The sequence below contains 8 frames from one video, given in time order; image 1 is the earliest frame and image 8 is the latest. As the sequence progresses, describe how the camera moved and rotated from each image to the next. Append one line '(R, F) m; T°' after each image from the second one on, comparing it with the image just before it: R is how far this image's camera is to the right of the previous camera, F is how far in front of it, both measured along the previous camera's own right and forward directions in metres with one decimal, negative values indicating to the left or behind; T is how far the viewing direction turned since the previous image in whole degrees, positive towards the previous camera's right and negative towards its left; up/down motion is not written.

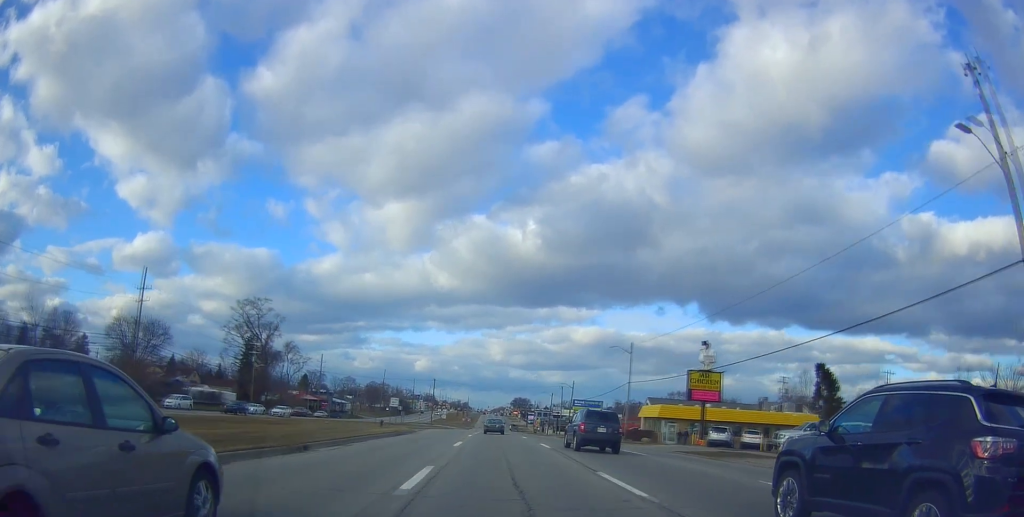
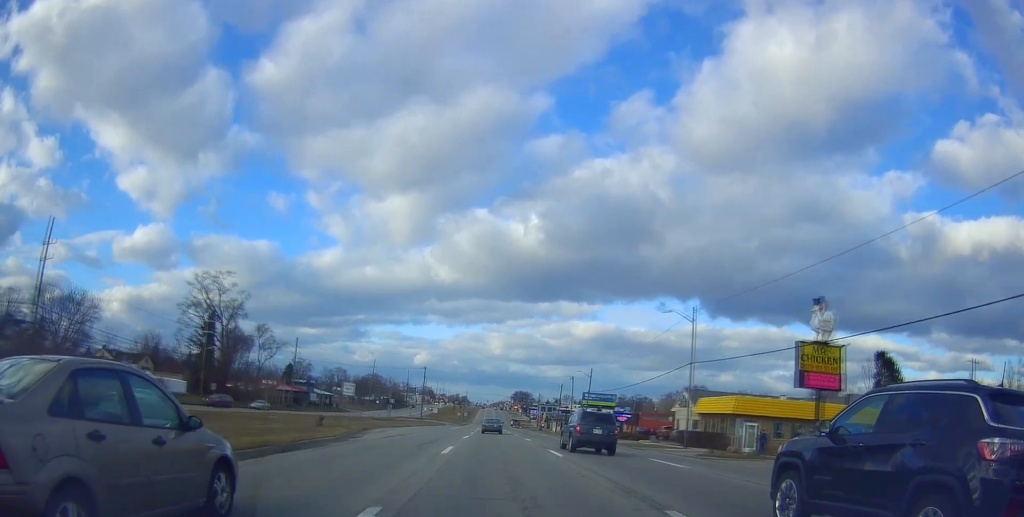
(+0.2, +20.4) m; 0°
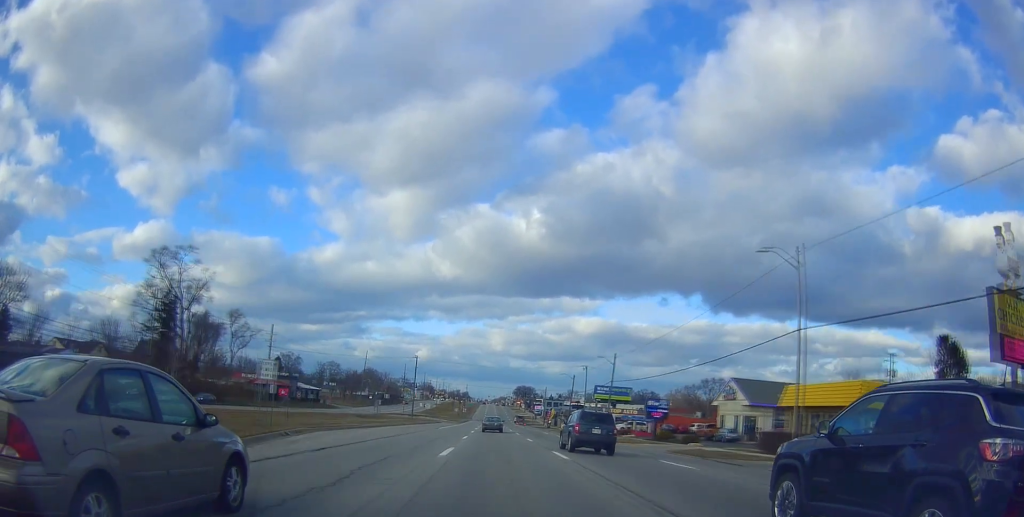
(-0.4, +16.4) m; 0°
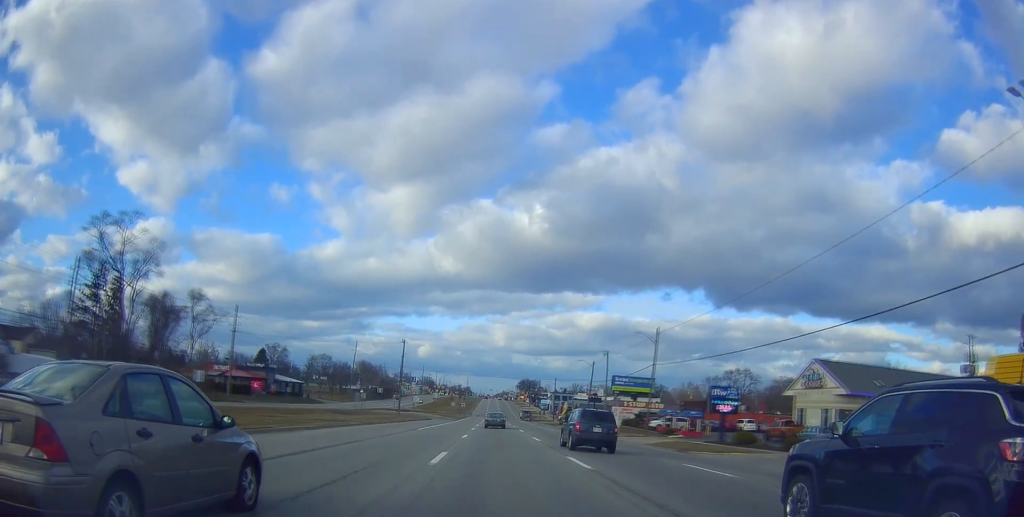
(+0.6, +18.5) m; +1°
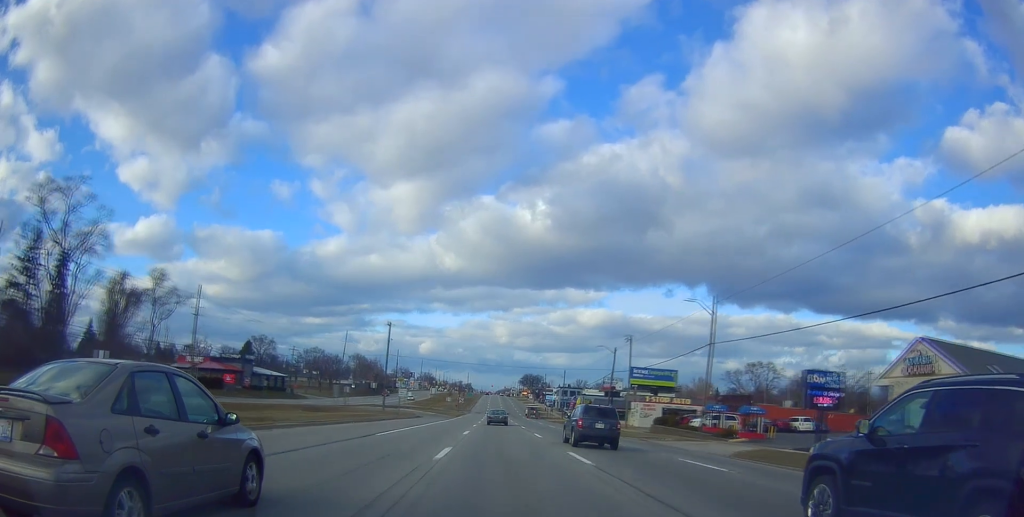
(-0.3, +14.5) m; 0°
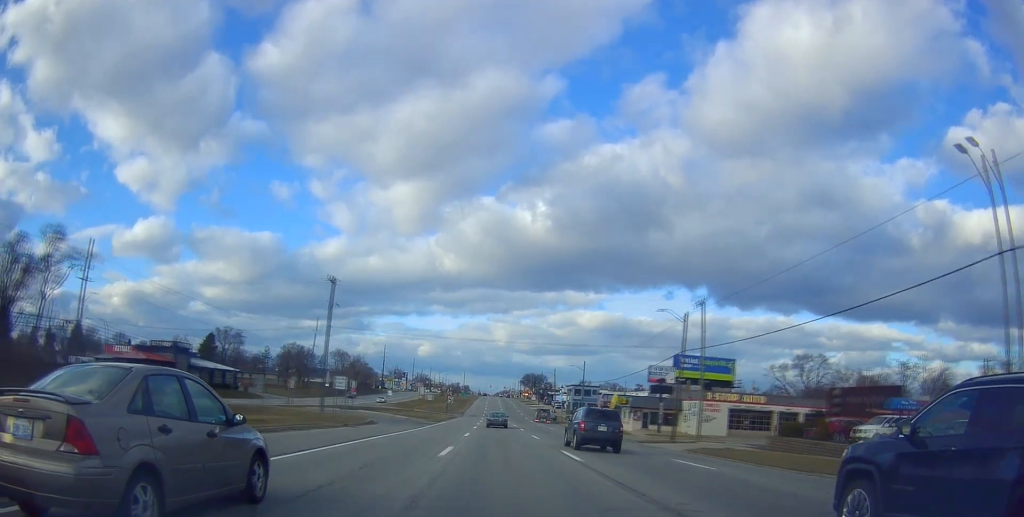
(+0.5, +28.0) m; +1°
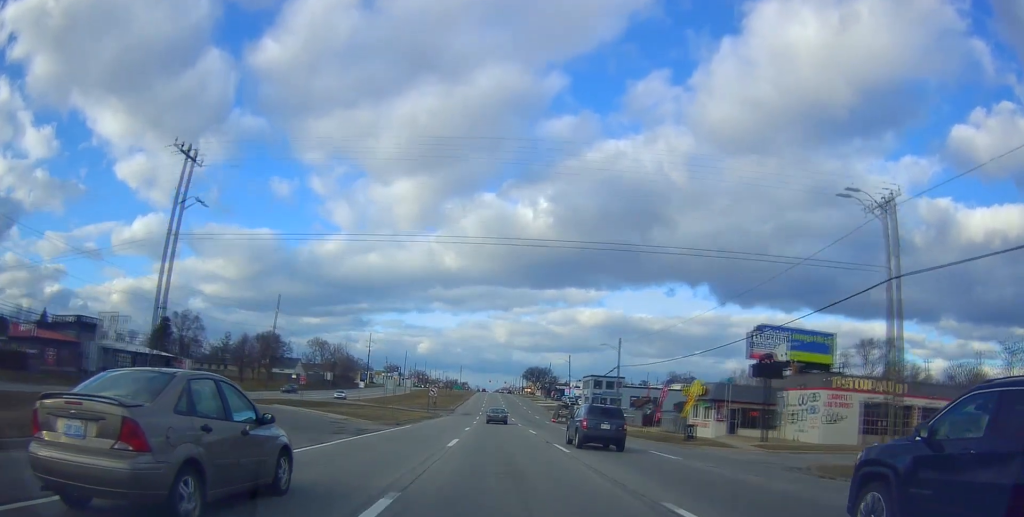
(0.0, +26.8) m; 0°
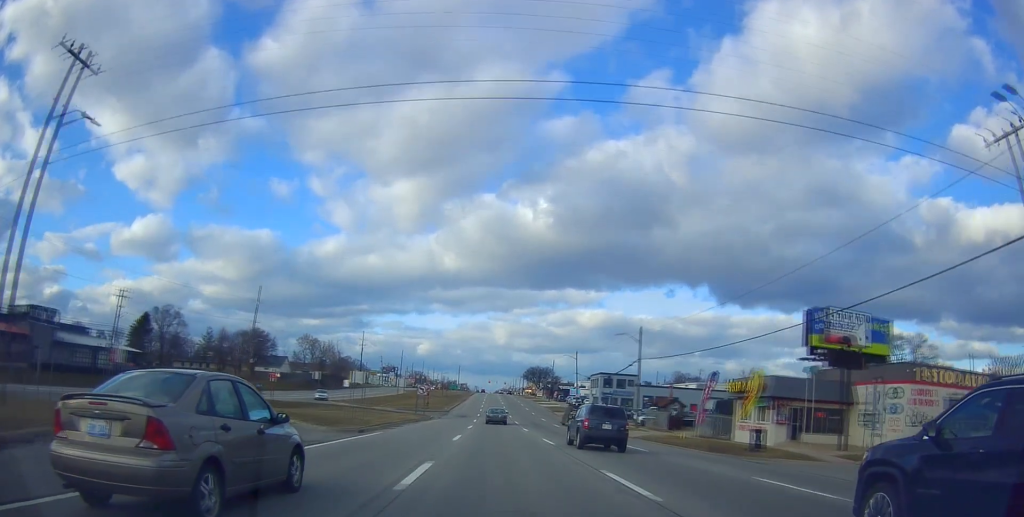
(0.0, +10.0) m; 0°
